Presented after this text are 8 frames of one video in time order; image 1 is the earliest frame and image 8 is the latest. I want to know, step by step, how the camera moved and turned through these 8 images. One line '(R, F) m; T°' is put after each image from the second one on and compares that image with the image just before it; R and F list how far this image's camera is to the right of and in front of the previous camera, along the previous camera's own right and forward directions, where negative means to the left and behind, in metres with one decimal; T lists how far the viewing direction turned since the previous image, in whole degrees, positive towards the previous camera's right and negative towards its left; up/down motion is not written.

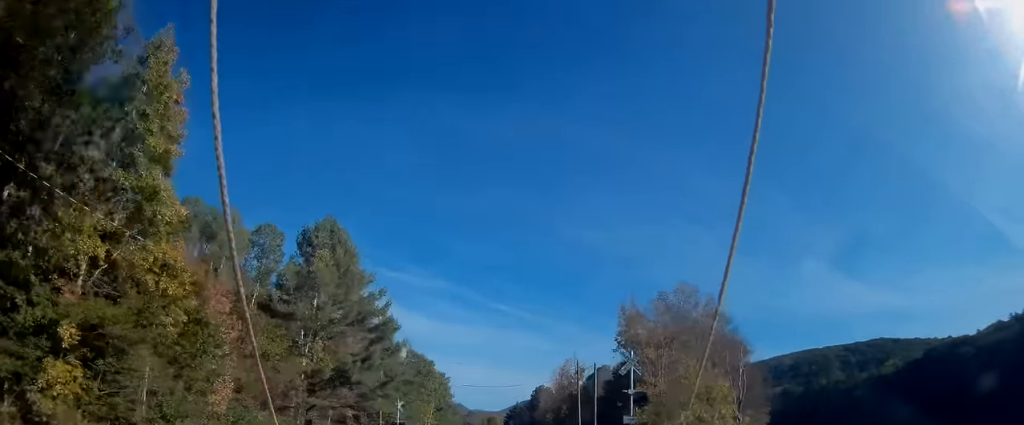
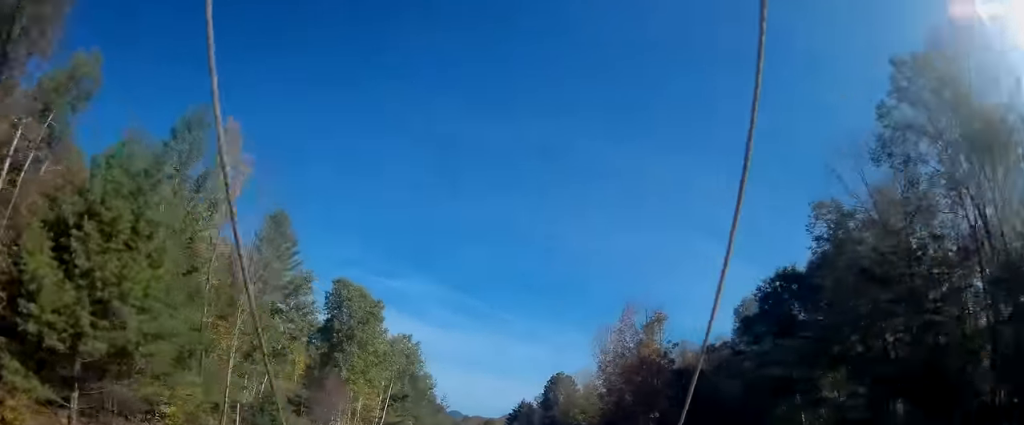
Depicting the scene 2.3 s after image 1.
(+0.6, +59.2) m; +1°
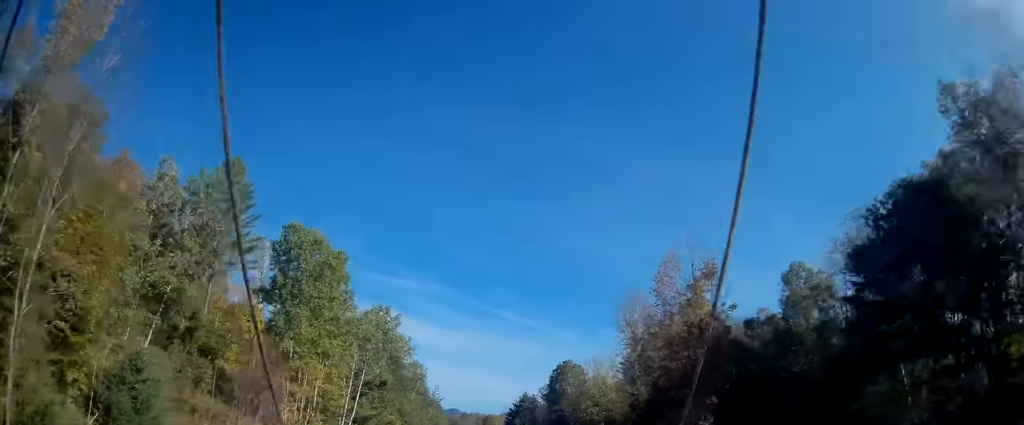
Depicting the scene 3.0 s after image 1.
(-0.1, +17.0) m; 0°
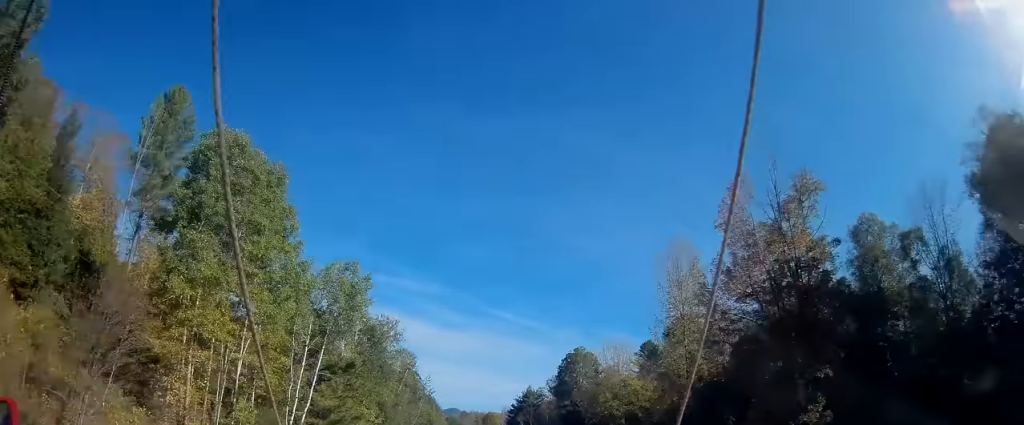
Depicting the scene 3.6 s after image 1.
(-0.1, +17.0) m; 0°
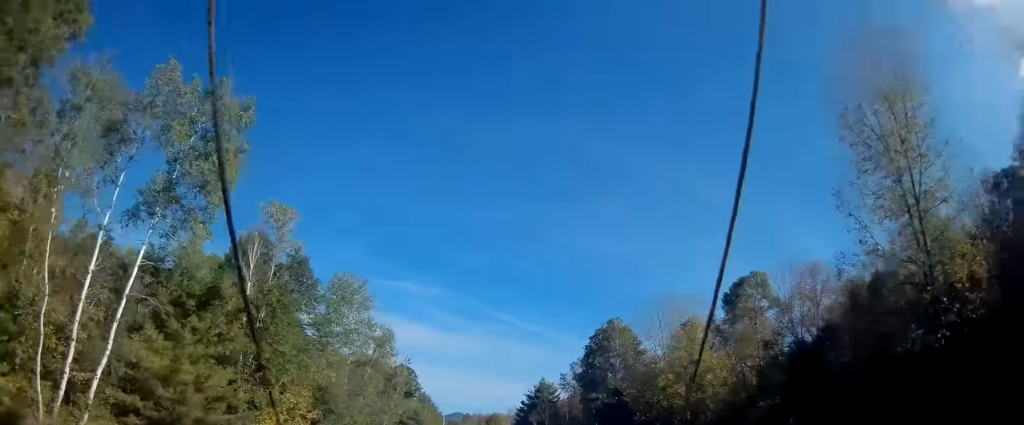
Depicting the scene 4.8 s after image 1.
(0.0, +29.6) m; 0°
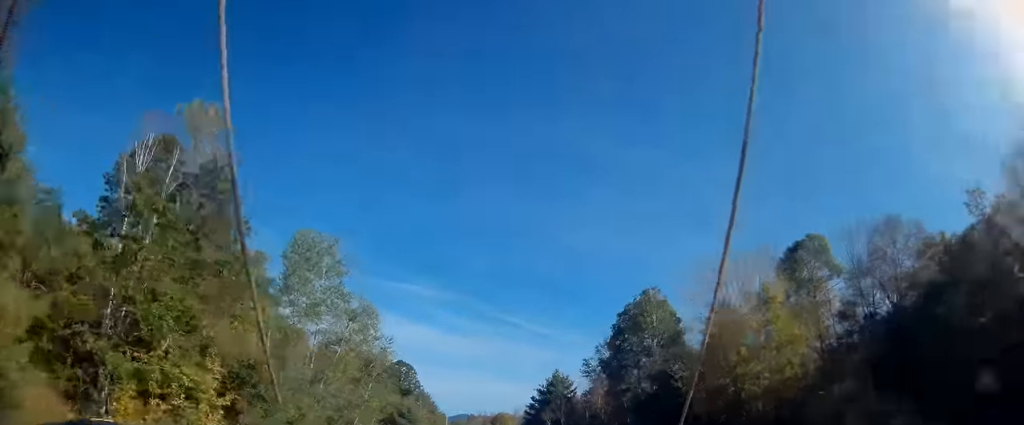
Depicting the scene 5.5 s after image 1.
(0.0, +16.7) m; 0°
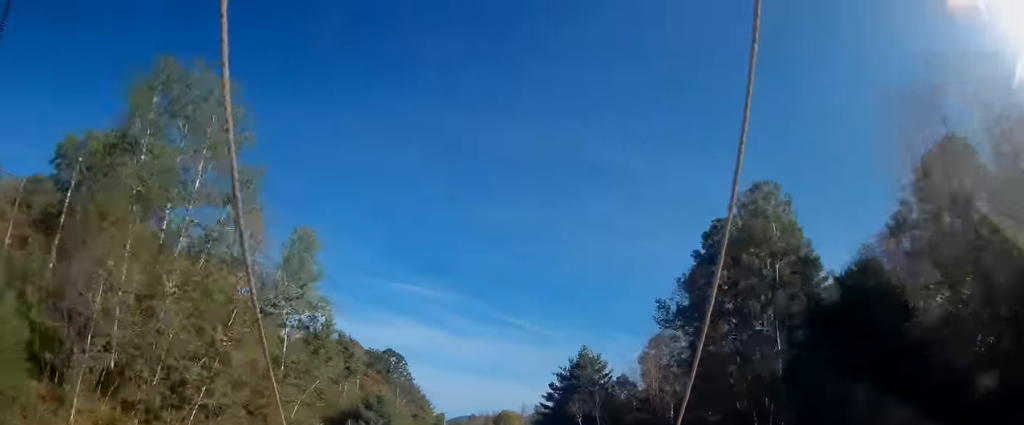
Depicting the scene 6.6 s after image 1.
(-0.2, +29.1) m; 0°
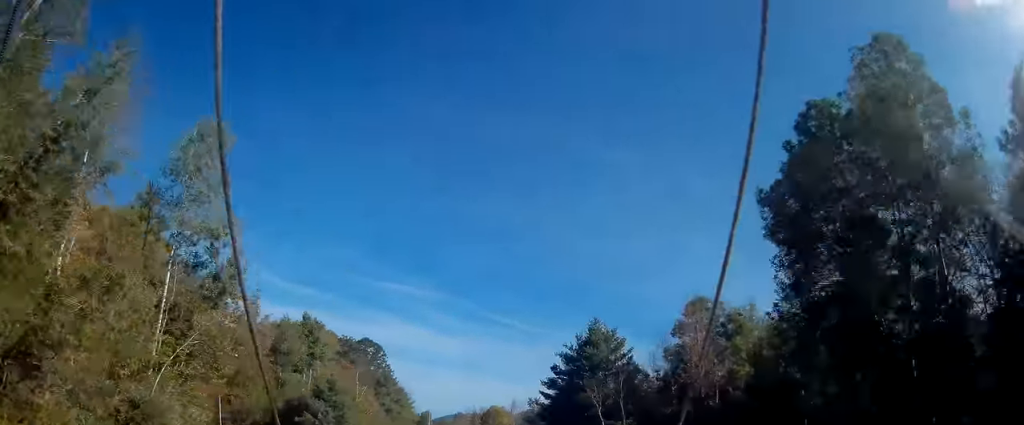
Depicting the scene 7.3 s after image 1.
(-0.2, +17.4) m; 0°
